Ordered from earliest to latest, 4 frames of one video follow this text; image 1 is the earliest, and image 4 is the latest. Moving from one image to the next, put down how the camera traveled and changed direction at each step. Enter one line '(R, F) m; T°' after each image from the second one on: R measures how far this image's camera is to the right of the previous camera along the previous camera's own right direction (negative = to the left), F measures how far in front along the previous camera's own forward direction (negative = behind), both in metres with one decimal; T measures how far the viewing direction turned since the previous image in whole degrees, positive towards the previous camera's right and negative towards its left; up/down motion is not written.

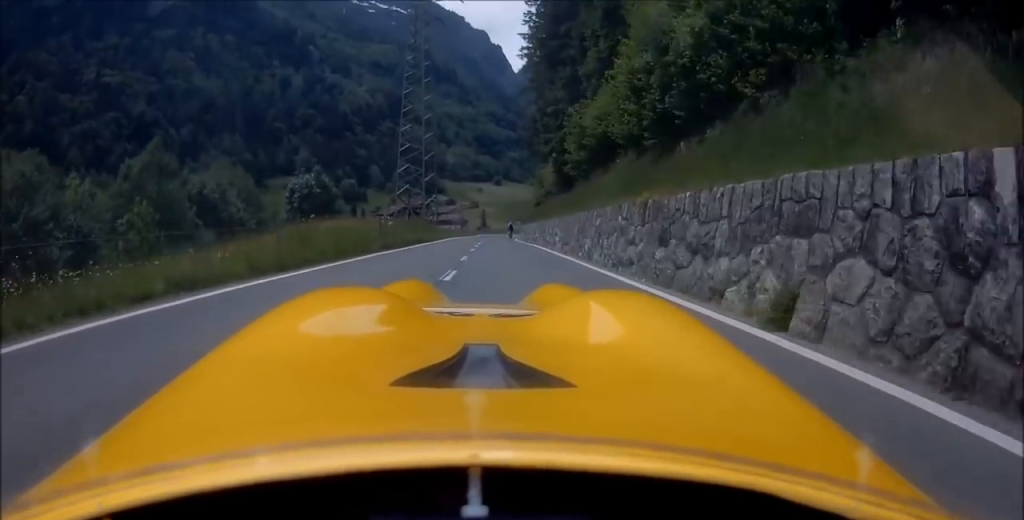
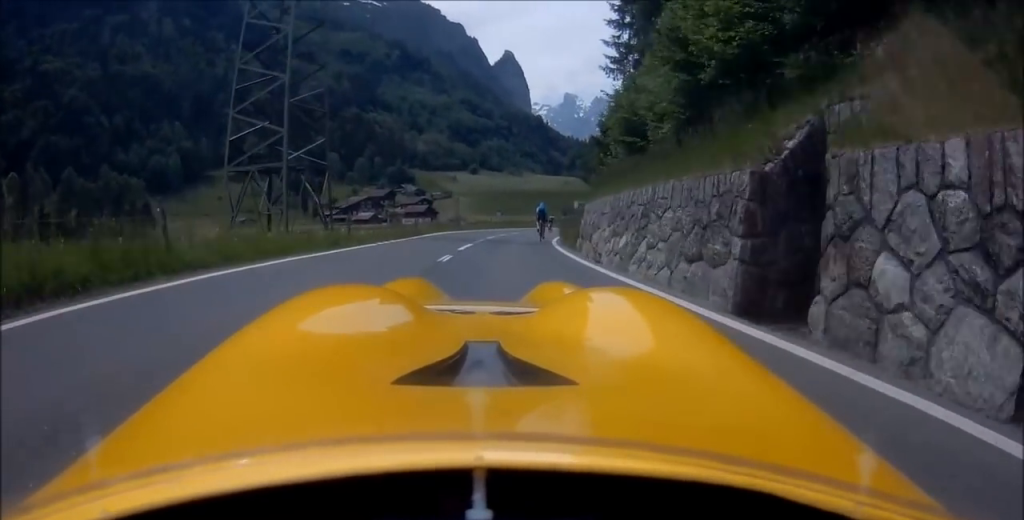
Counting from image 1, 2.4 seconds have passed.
(+2.6, +48.8) m; +5°
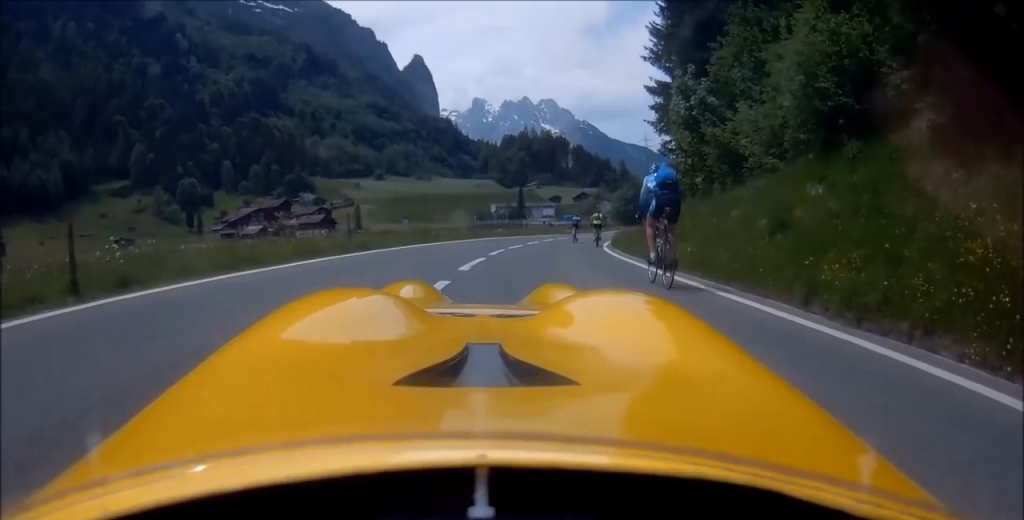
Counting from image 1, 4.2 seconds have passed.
(+1.8, +35.2) m; +7°
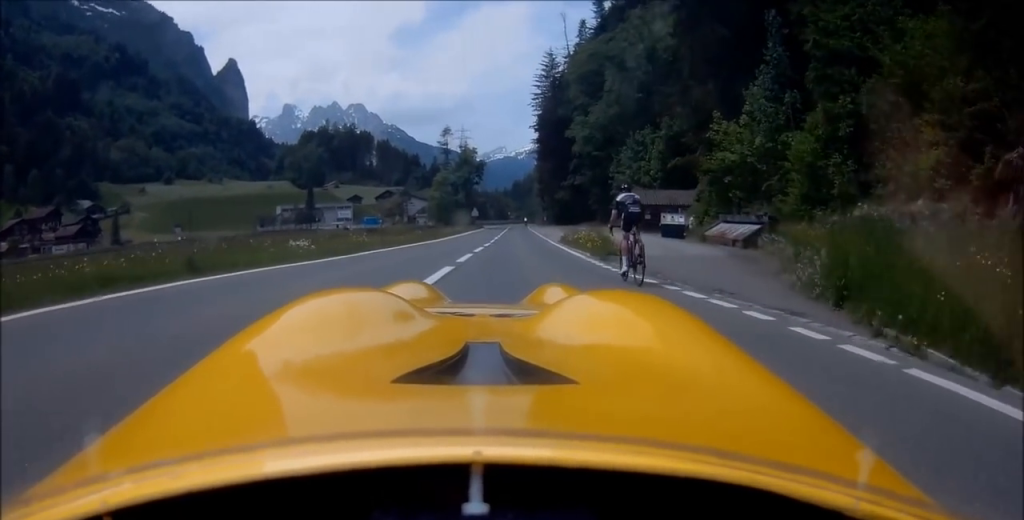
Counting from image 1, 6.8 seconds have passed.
(+6.3, +48.4) m; +14°
